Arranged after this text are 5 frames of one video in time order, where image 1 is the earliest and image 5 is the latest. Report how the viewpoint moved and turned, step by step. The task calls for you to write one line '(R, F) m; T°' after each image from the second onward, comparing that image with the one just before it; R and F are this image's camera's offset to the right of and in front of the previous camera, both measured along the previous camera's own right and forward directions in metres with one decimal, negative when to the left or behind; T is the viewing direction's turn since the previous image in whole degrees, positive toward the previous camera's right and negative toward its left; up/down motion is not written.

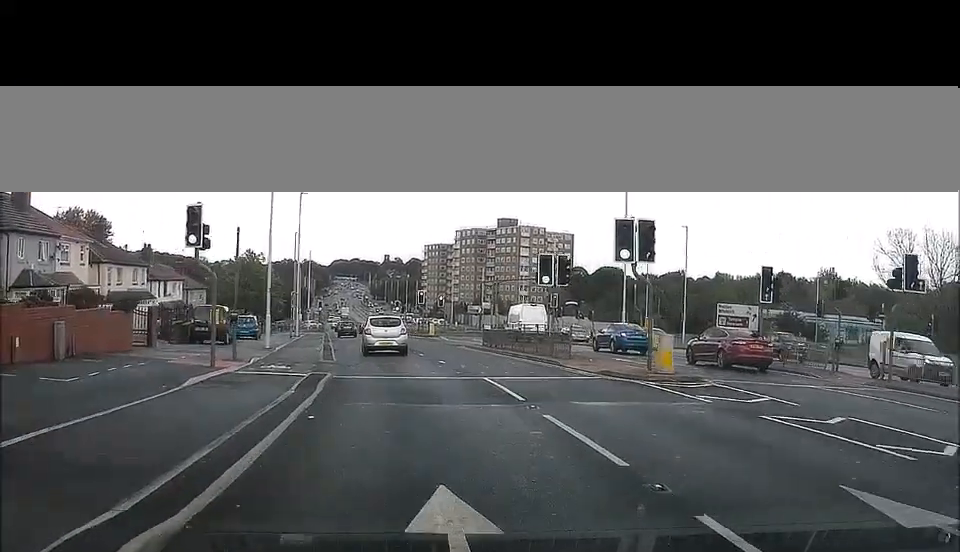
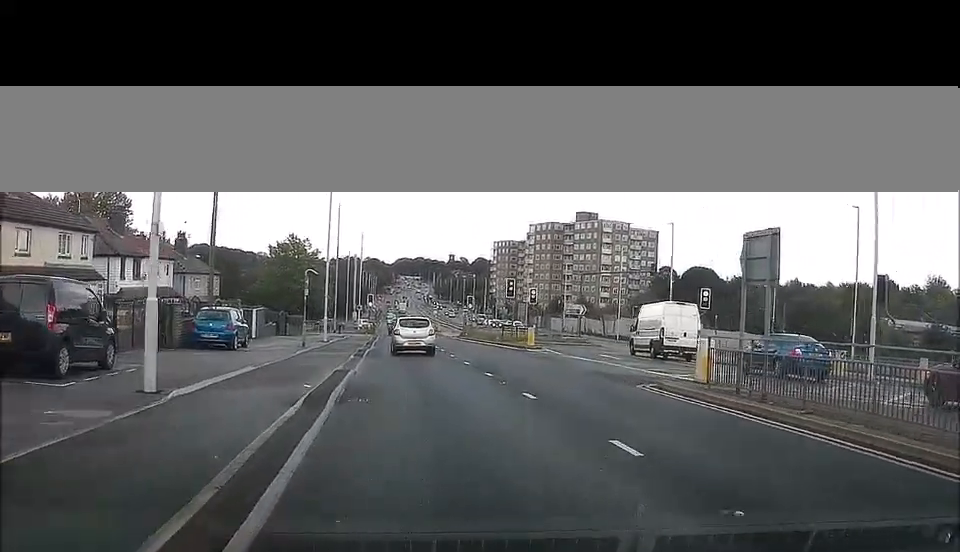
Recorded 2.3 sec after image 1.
(-1.1, +22.2) m; -3°
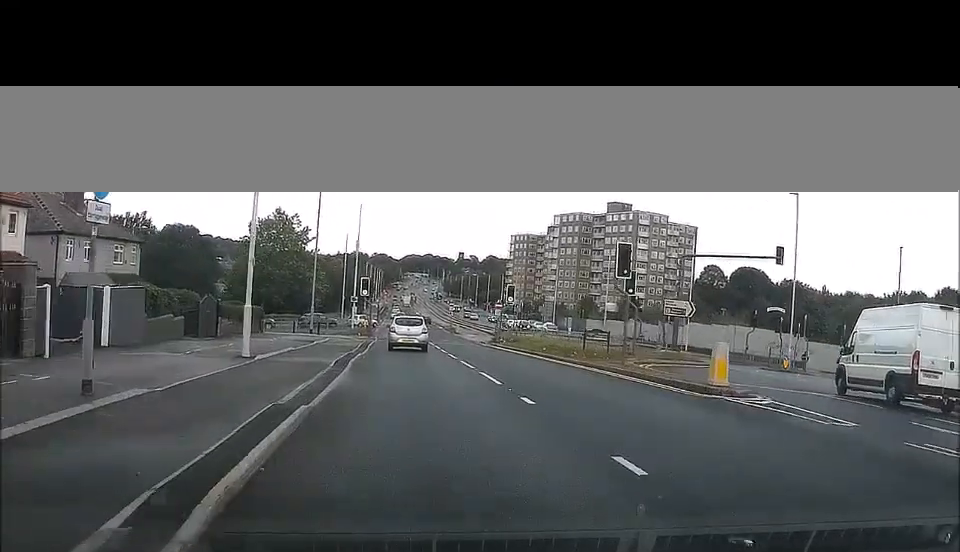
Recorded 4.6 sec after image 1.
(-1.1, +24.1) m; -2°
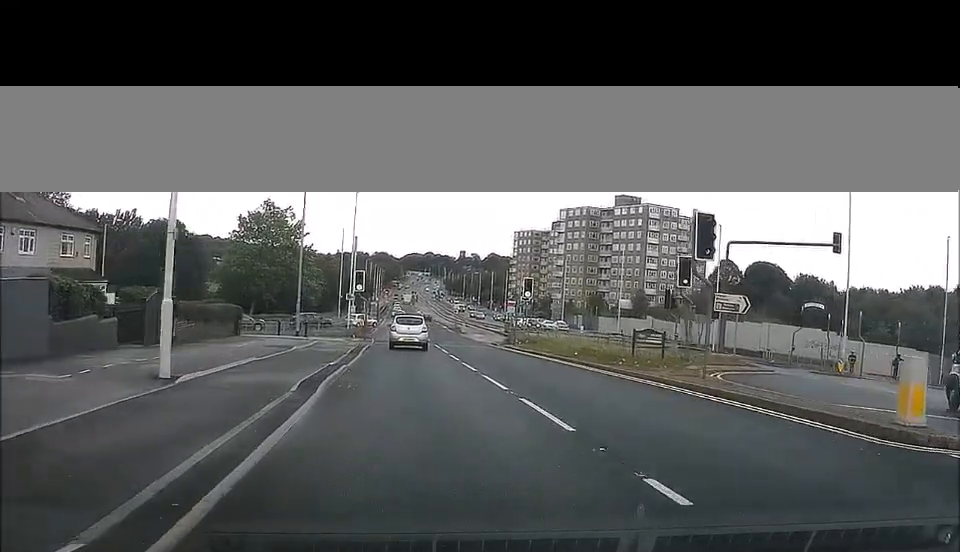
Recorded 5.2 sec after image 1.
(+0.3, +7.1) m; +1°
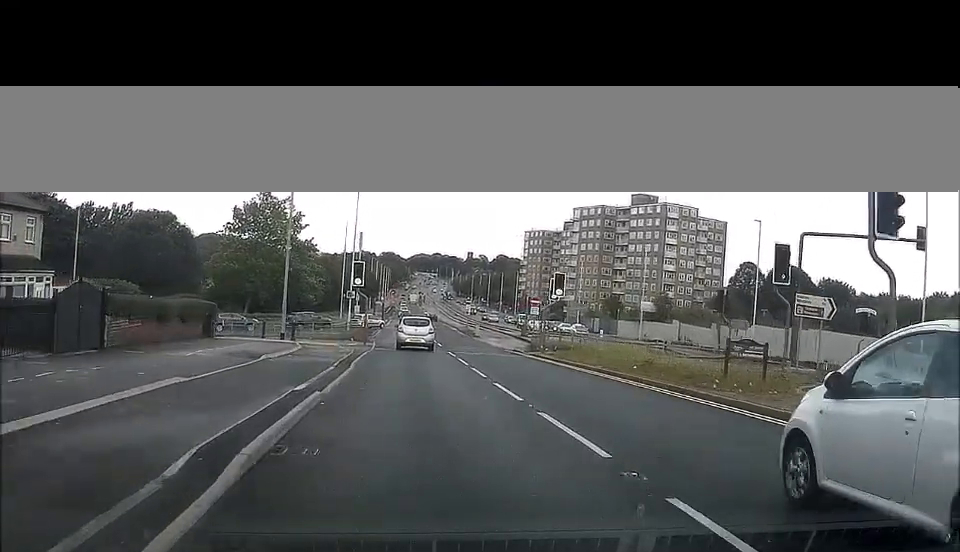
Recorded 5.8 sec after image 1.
(+0.1, +7.2) m; 0°
